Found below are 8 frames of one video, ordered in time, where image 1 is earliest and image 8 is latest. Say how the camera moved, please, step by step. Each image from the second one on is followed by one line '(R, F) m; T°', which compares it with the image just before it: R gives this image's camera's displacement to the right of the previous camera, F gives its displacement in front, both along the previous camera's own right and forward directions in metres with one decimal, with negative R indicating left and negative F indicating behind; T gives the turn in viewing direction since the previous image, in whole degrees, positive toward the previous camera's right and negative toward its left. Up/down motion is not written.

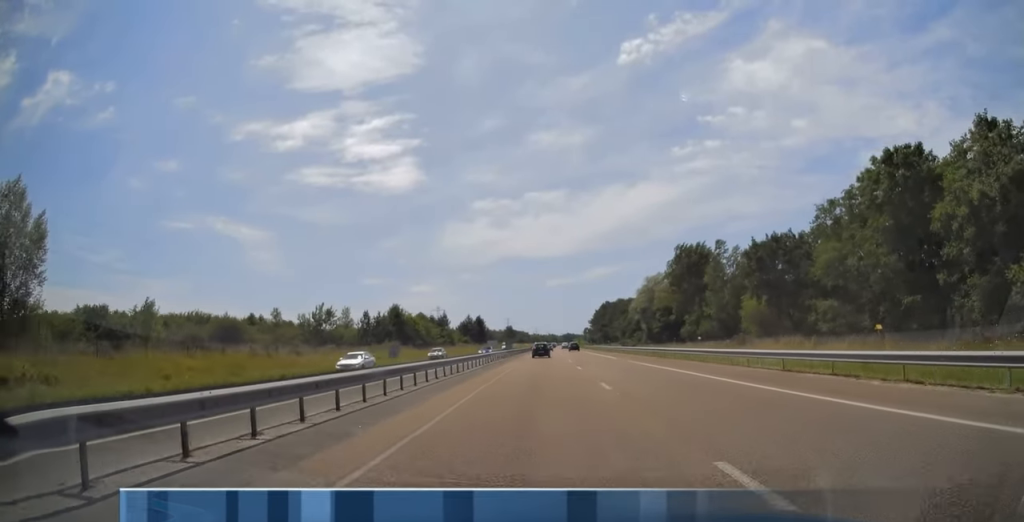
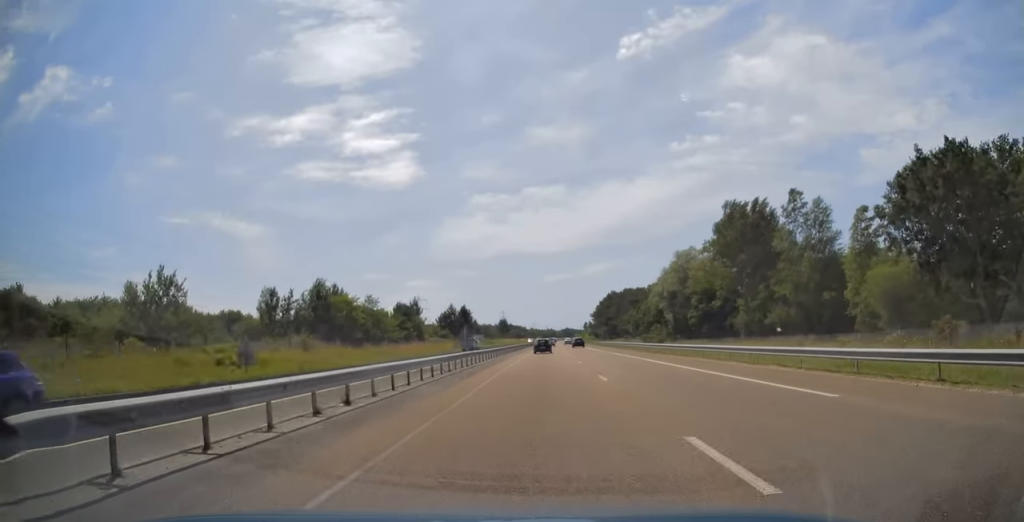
(+0.2, +37.5) m; +1°
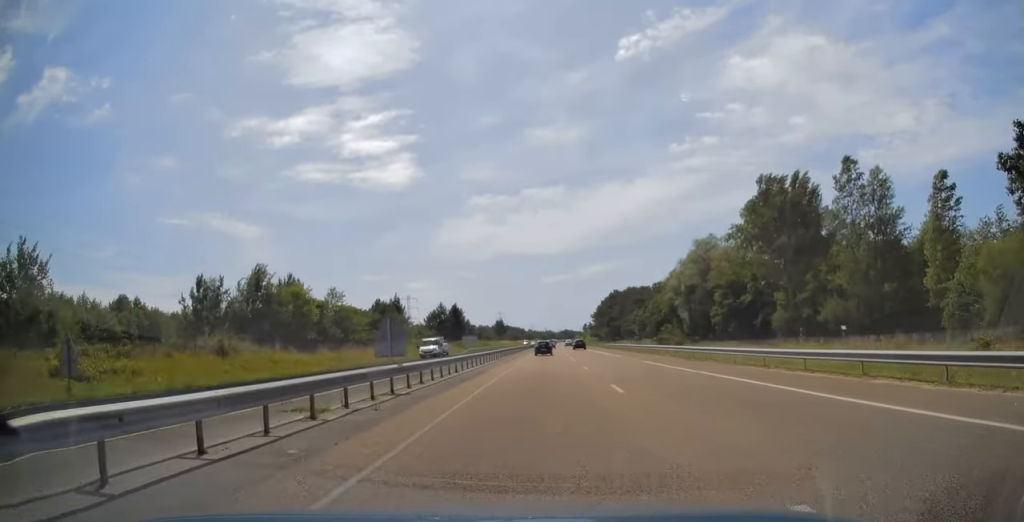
(-0.1, +16.2) m; 0°
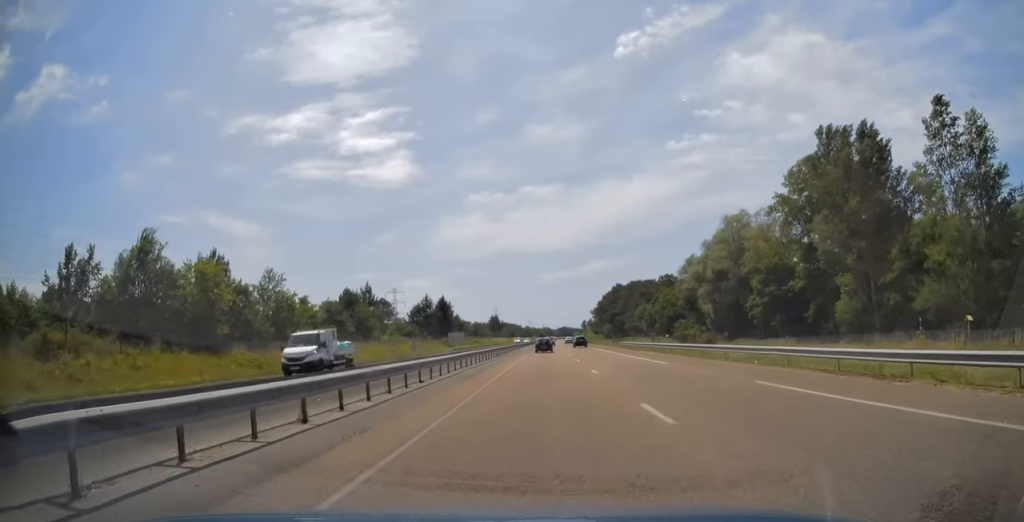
(+0.2, +18.4) m; 0°
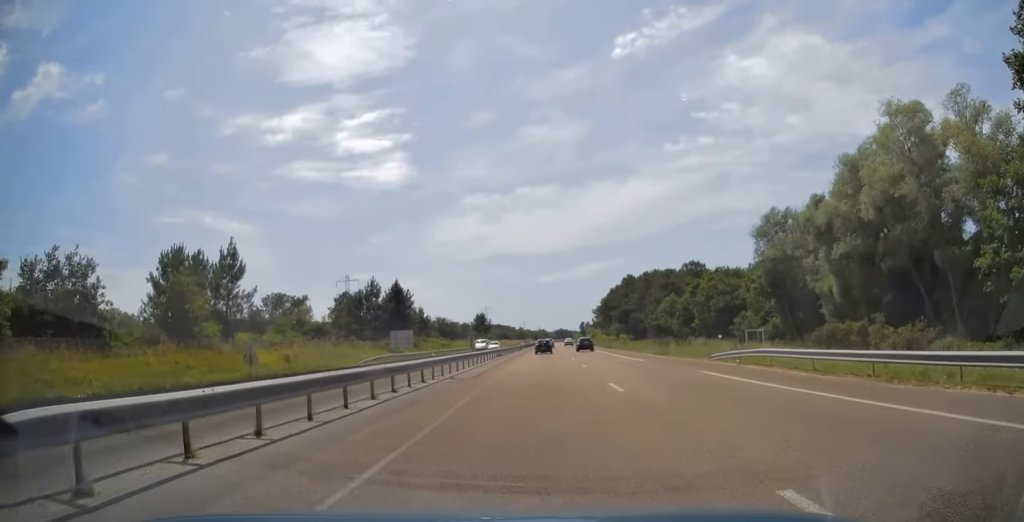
(-0.2, +45.8) m; 0°
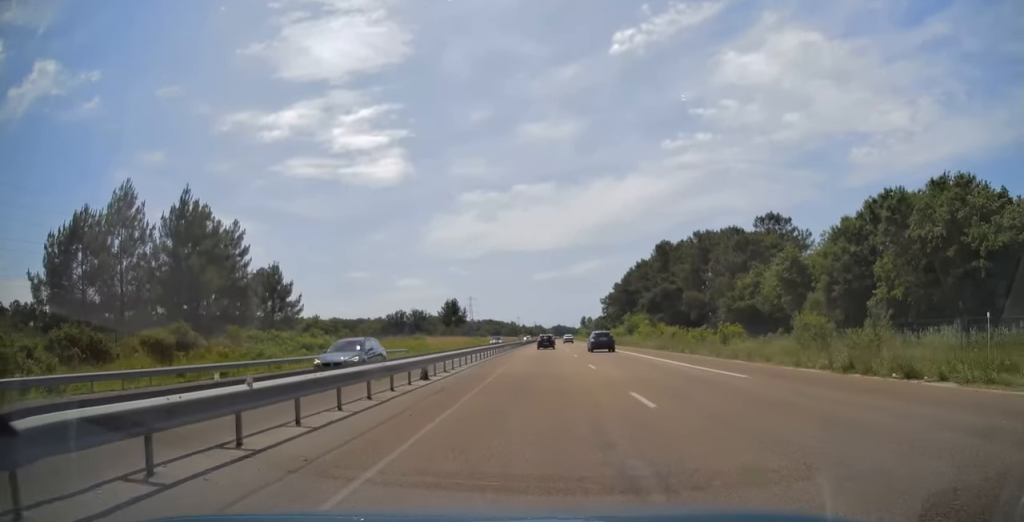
(+0.8, +68.8) m; +1°
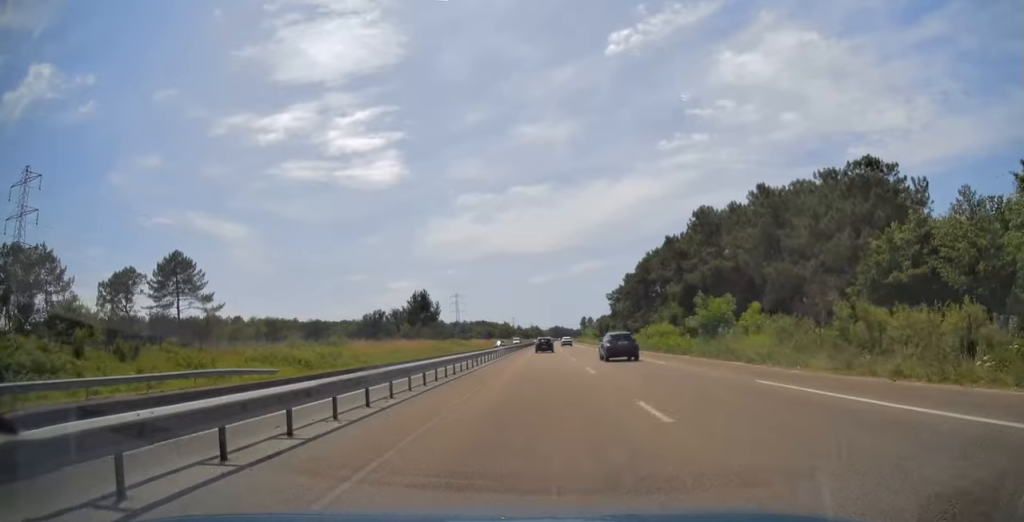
(0.0, +40.7) m; 0°
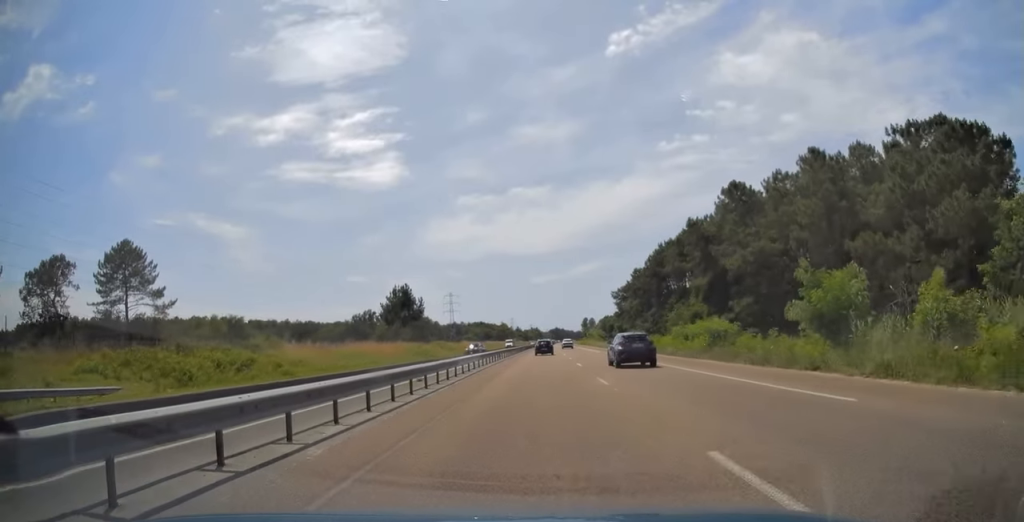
(-0.1, +18.3) m; 0°
